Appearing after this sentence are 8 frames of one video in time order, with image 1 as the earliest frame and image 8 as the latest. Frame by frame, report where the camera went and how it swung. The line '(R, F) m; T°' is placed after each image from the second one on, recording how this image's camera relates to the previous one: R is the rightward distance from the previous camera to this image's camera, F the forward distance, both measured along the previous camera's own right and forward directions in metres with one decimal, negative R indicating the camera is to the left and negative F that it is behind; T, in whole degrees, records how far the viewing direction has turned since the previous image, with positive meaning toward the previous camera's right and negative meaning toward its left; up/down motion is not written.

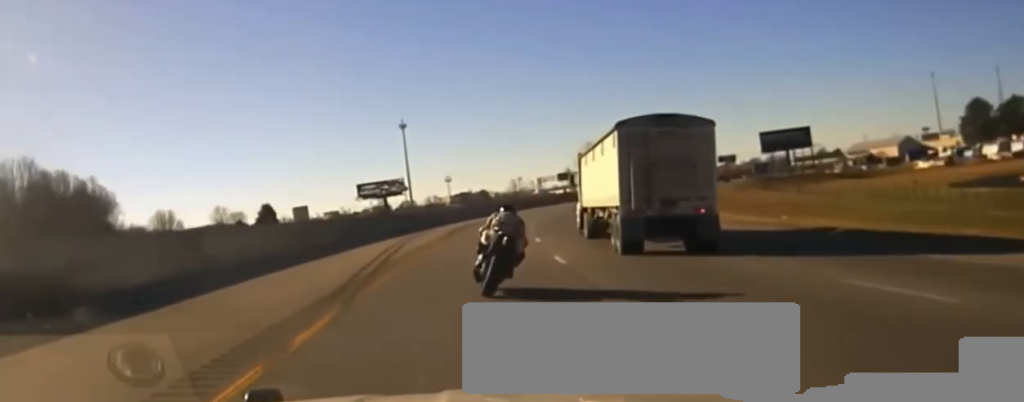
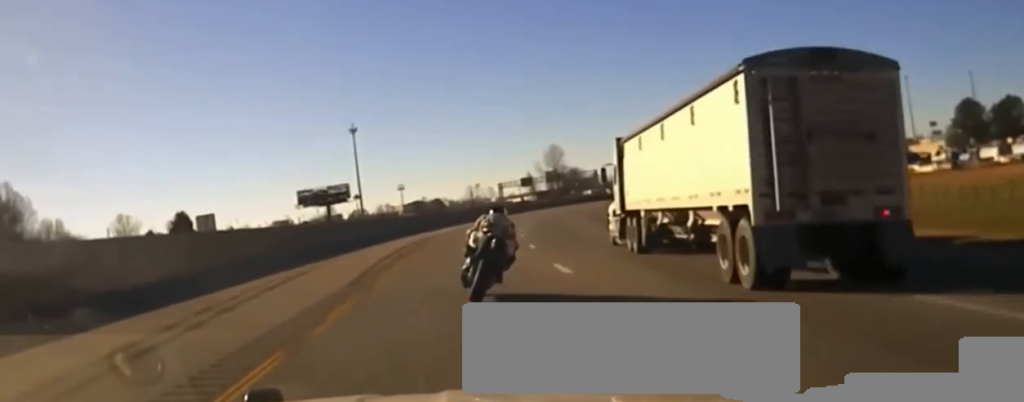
(+0.4, +23.5) m; +2°
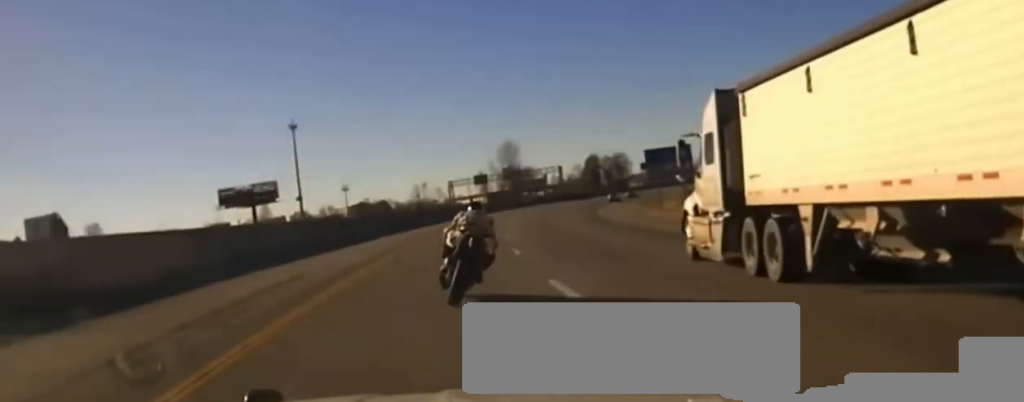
(+0.3, +26.0) m; +3°
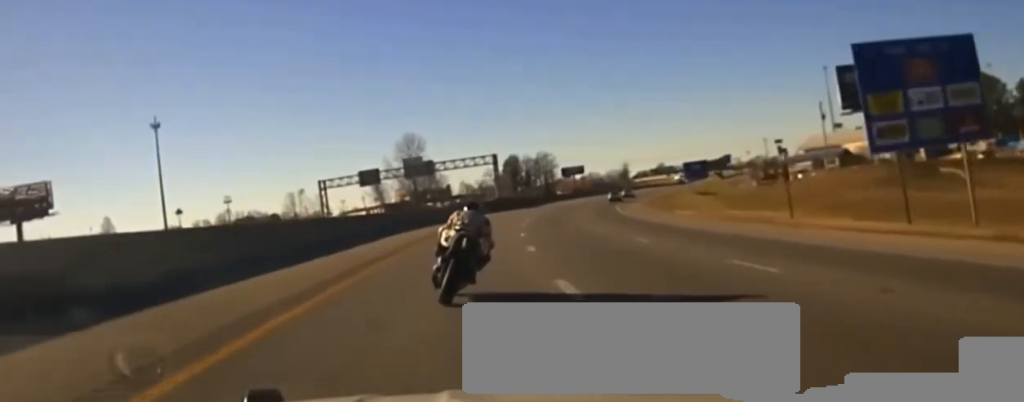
(+5.1, +77.2) m; +6°
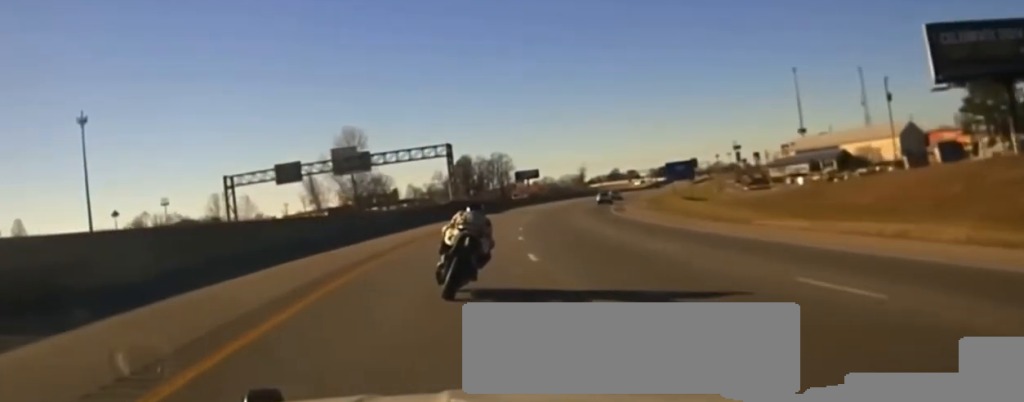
(+0.4, +34.5) m; +3°
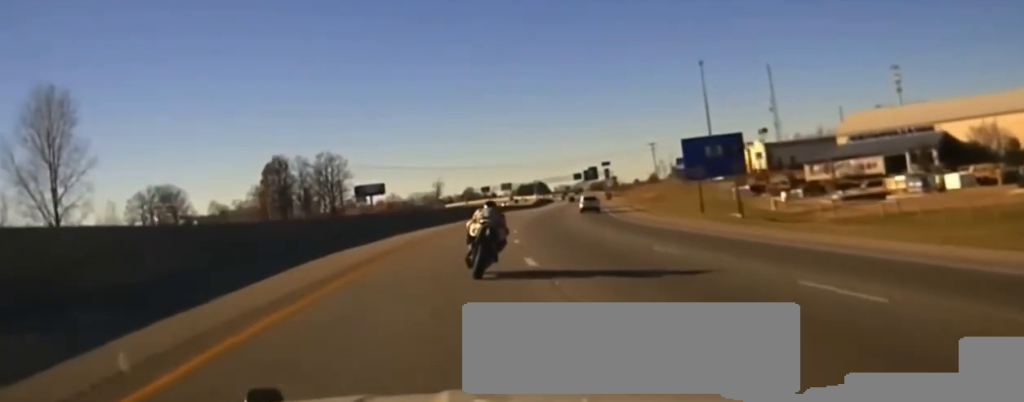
(+13.4, +103.7) m; +13°
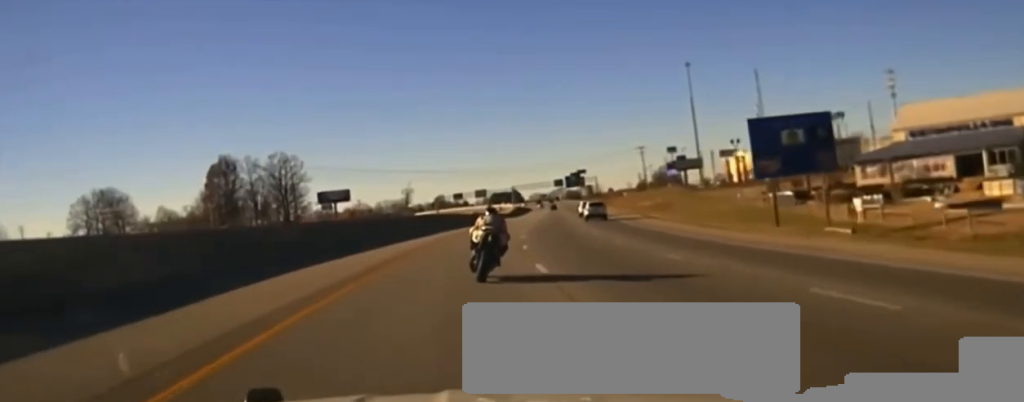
(+0.1, +23.2) m; +1°
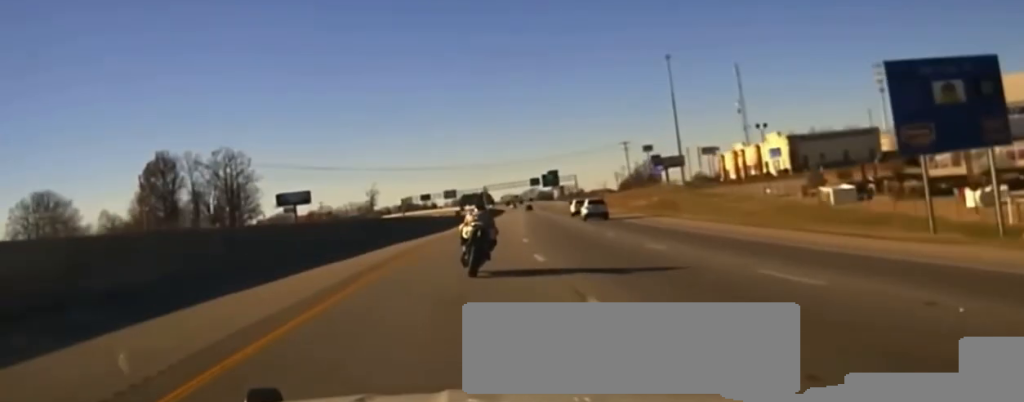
(+0.4, +21.7) m; +1°
